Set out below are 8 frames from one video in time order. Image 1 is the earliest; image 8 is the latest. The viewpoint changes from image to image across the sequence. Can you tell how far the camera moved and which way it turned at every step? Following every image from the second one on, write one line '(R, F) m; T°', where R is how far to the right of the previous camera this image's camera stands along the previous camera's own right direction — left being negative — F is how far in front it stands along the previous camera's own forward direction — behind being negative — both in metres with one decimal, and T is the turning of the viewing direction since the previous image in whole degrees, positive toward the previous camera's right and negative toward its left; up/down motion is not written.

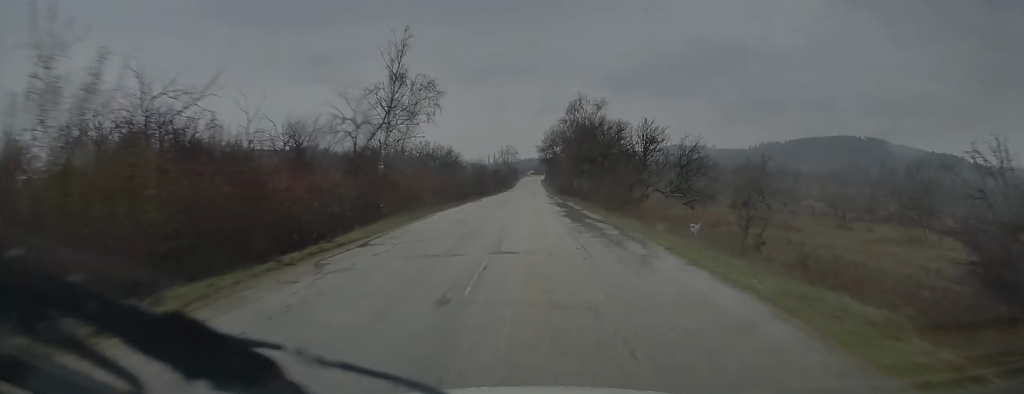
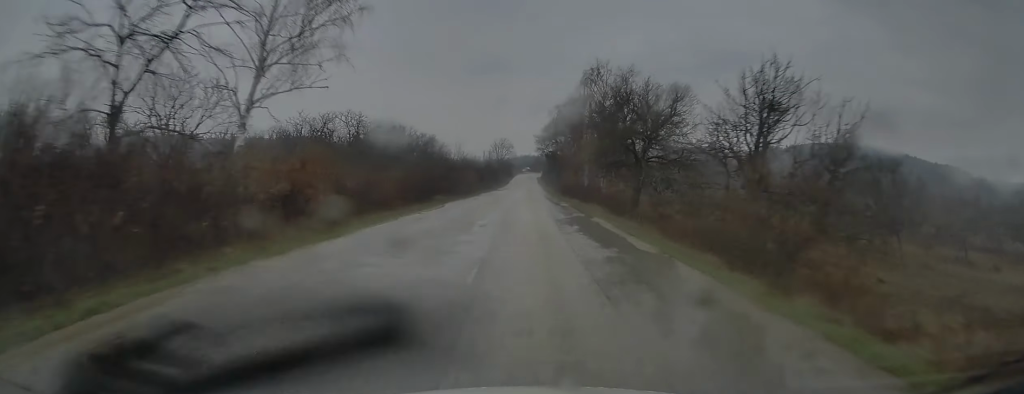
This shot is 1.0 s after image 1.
(0.0, +19.5) m; 0°
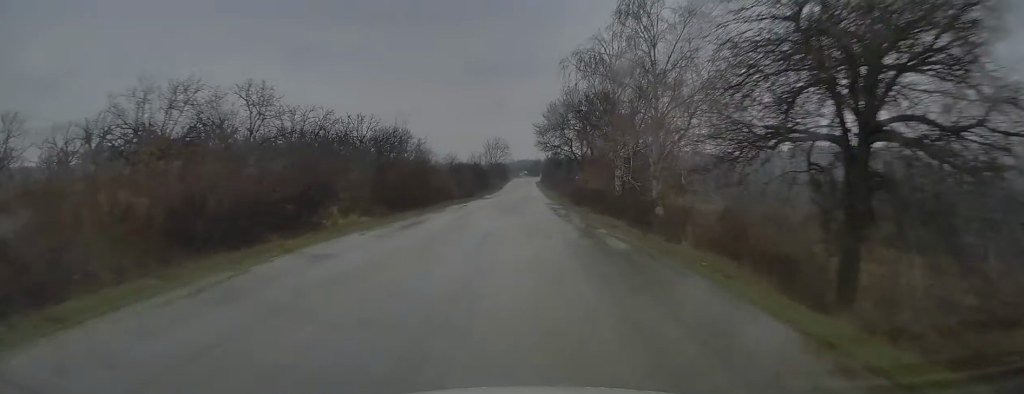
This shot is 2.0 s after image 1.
(+0.1, +21.3) m; 0°
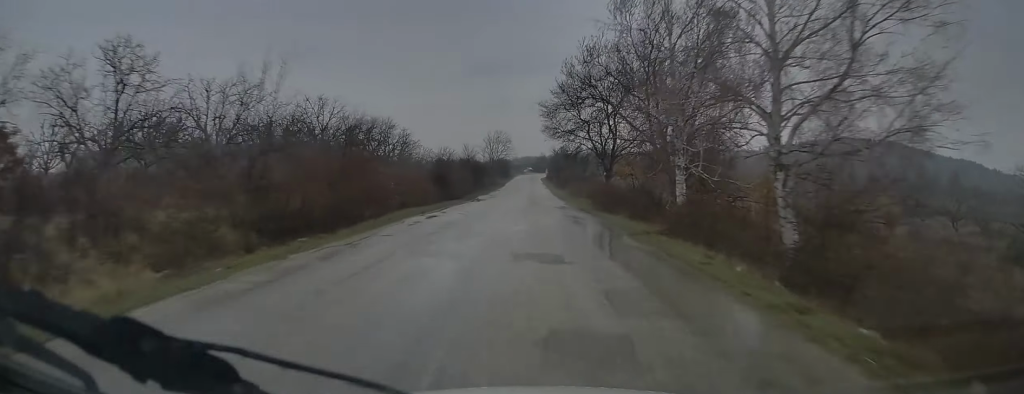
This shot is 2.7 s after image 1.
(+0.1, +14.0) m; 0°
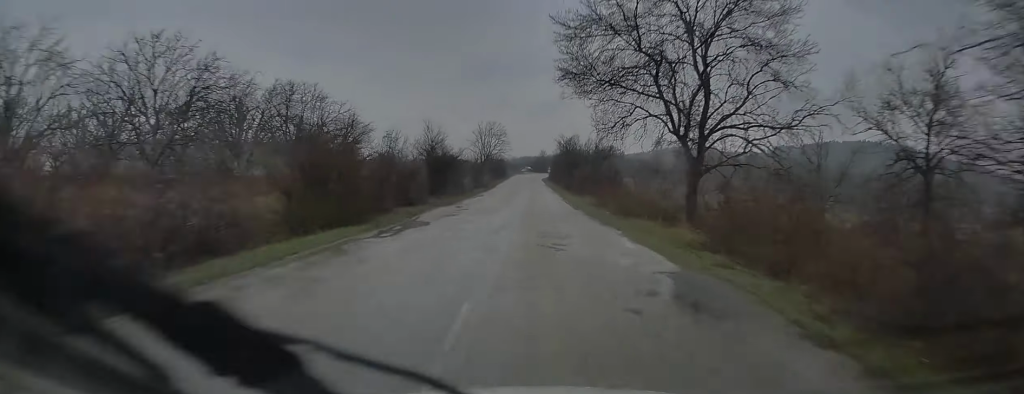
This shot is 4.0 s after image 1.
(-0.2, +25.7) m; 0°
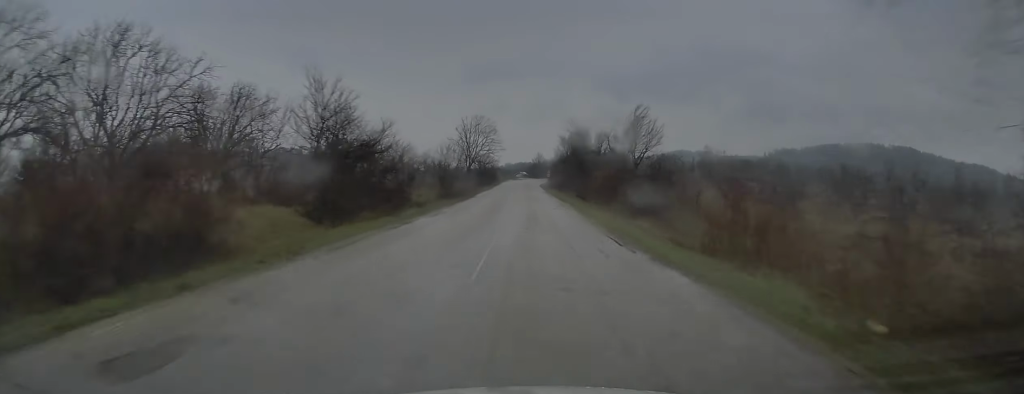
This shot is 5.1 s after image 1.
(+0.1, +22.5) m; +1°
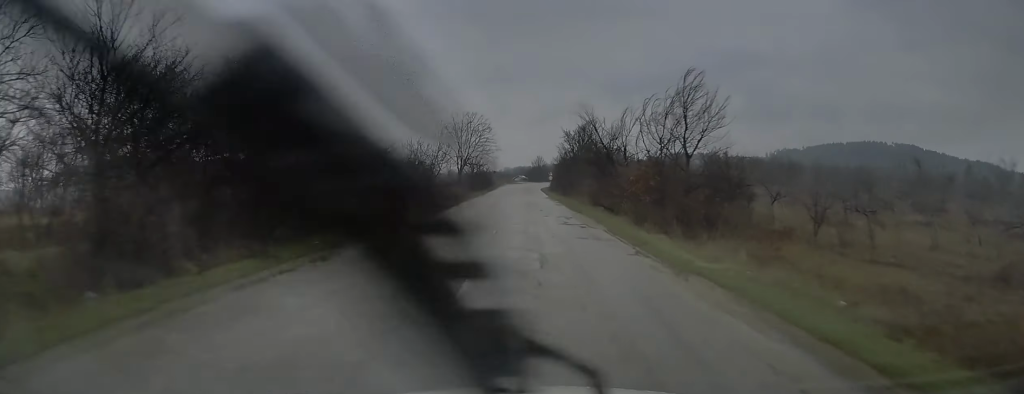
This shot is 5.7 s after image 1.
(+0.1, +11.7) m; 0°
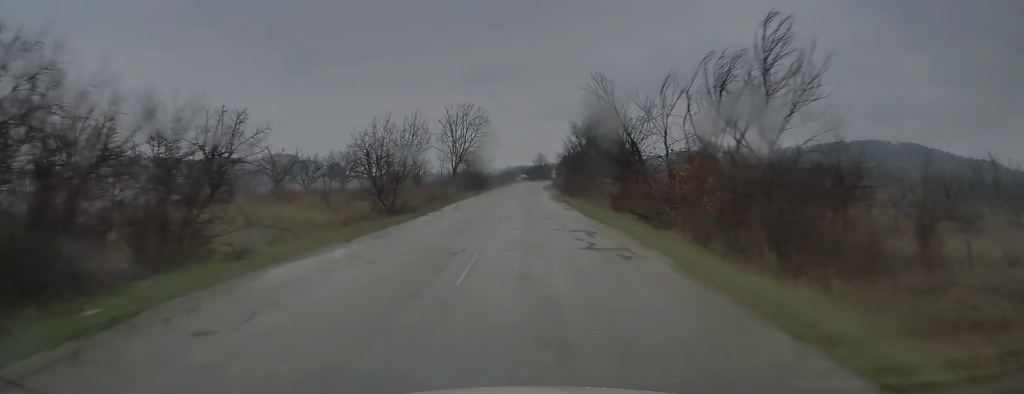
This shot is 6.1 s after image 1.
(0.0, +8.3) m; 0°
